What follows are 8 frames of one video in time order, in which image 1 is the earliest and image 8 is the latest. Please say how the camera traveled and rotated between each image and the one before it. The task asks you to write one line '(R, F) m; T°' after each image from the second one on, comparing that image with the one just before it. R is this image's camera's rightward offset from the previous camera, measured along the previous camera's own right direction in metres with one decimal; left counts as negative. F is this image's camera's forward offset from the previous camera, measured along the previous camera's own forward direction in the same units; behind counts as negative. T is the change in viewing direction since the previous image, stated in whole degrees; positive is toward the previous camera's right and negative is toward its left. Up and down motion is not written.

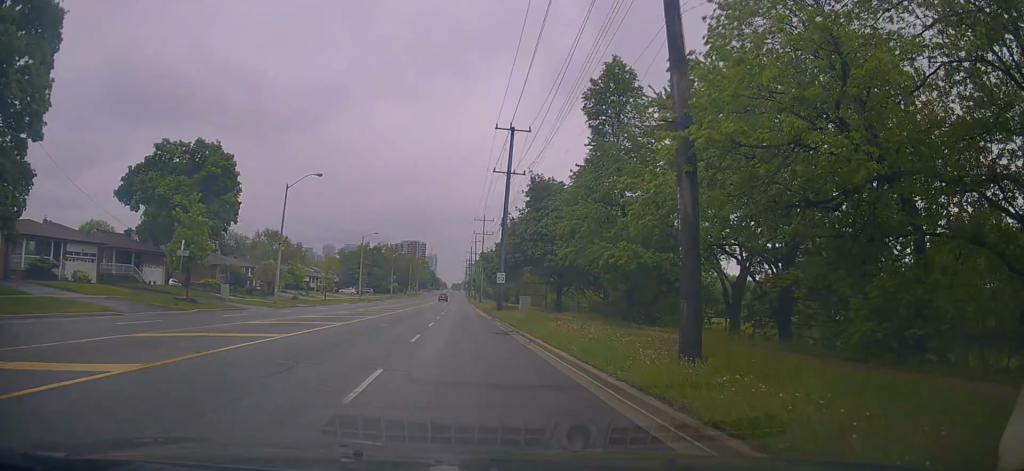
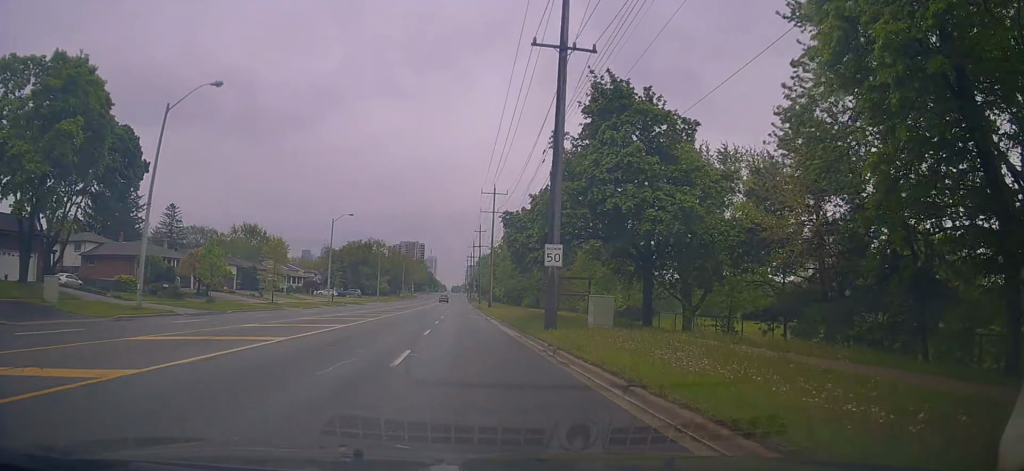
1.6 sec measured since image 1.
(-0.6, +23.1) m; 0°
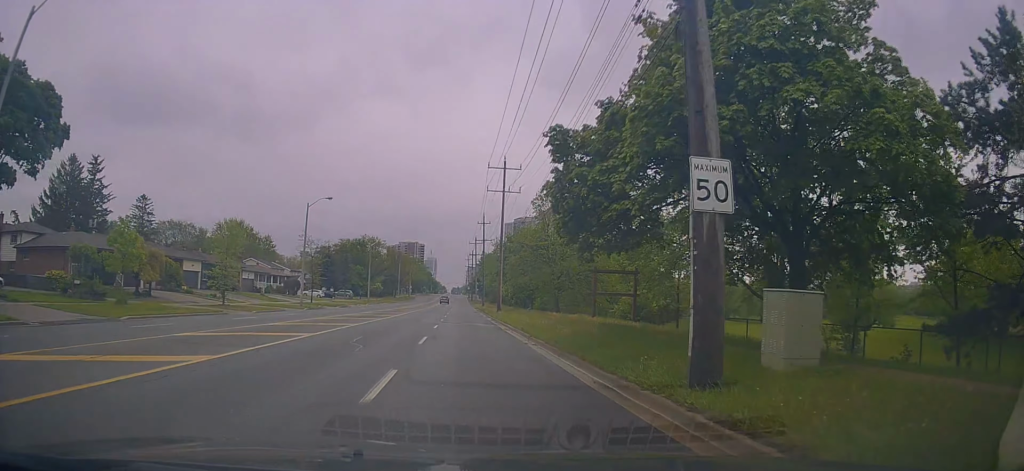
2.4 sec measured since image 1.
(+0.5, +12.6) m; +1°
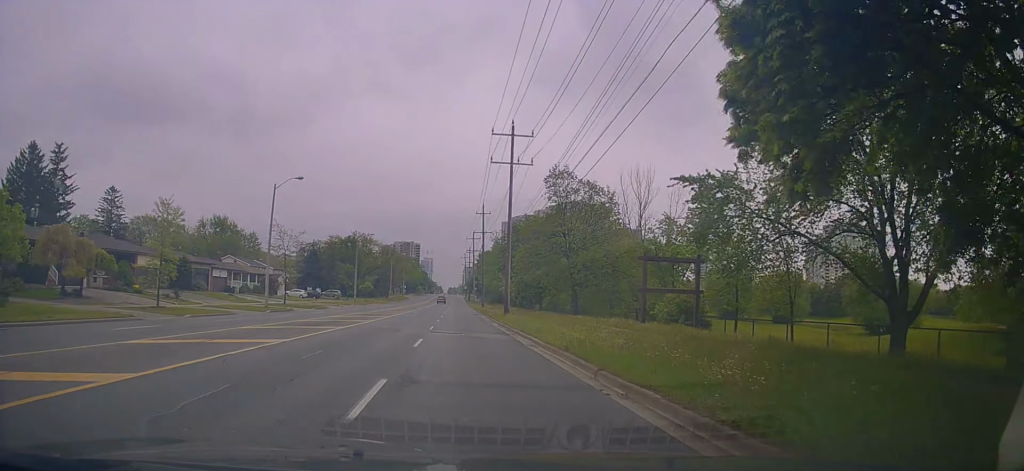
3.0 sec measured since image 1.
(-0.2, +9.5) m; 0°
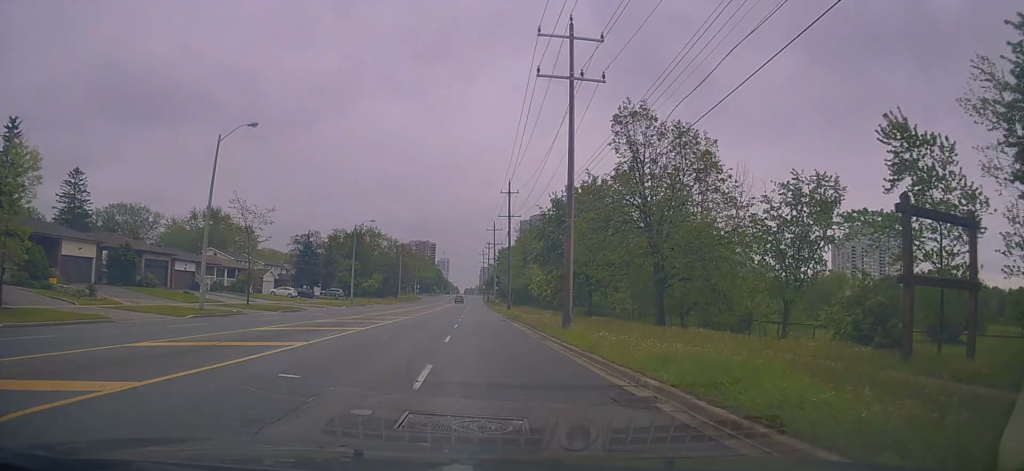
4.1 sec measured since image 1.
(+0.1, +15.6) m; 0°
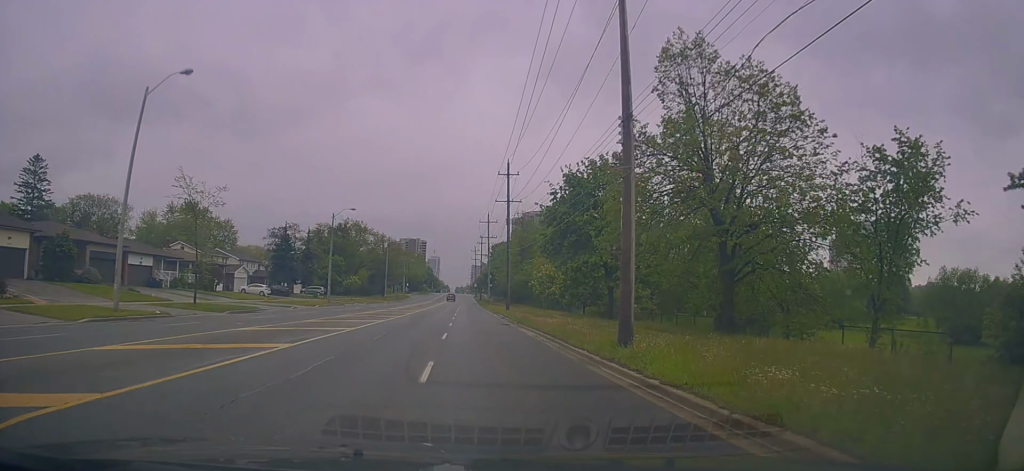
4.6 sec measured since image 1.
(-0.1, +8.2) m; 0°
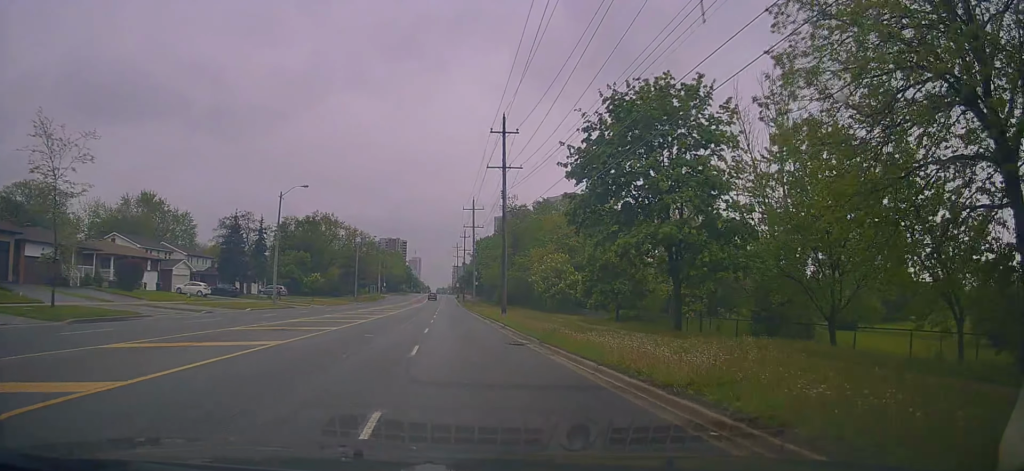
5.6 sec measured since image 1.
(-0.1, +14.2) m; +1°
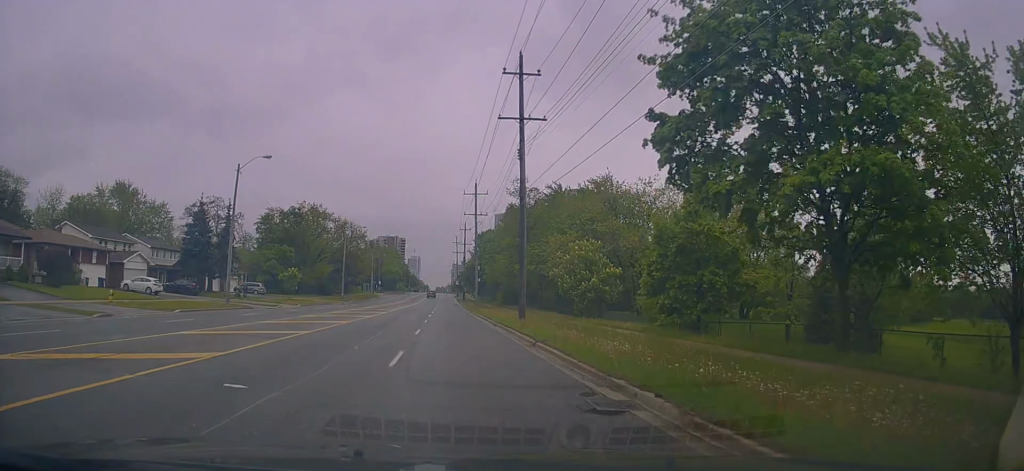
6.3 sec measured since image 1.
(-0.1, +11.0) m; +2°
